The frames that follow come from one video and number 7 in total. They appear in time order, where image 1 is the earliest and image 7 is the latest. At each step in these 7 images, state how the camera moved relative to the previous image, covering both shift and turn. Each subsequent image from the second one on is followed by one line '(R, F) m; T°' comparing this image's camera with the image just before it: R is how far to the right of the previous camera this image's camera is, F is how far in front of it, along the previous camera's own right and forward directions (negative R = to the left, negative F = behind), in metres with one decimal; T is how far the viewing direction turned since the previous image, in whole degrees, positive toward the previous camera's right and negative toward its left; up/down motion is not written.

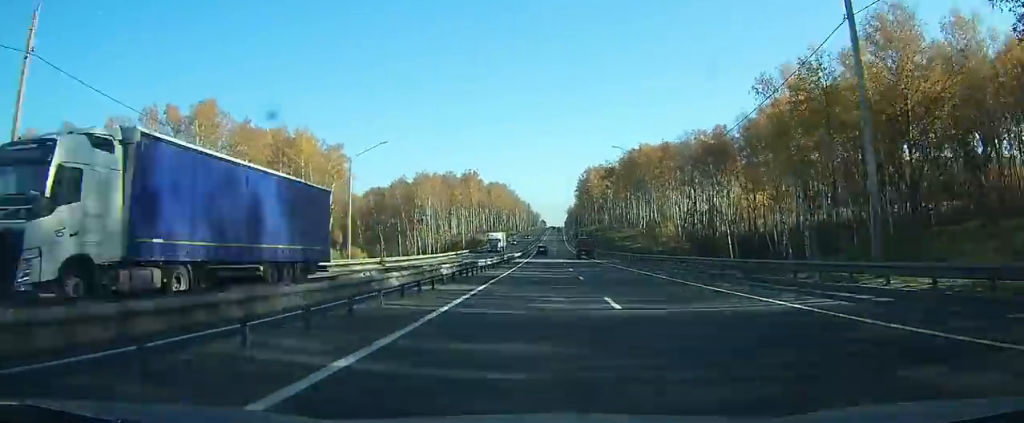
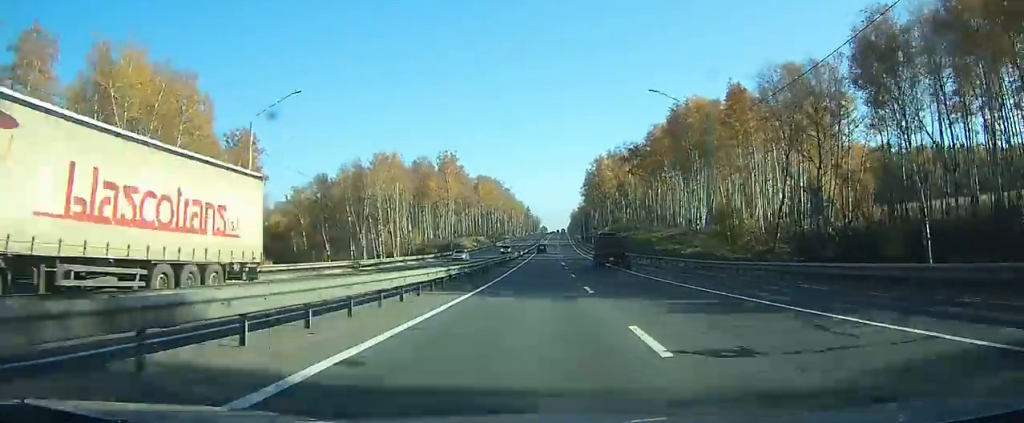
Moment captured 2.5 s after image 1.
(-0.3, +51.7) m; 0°
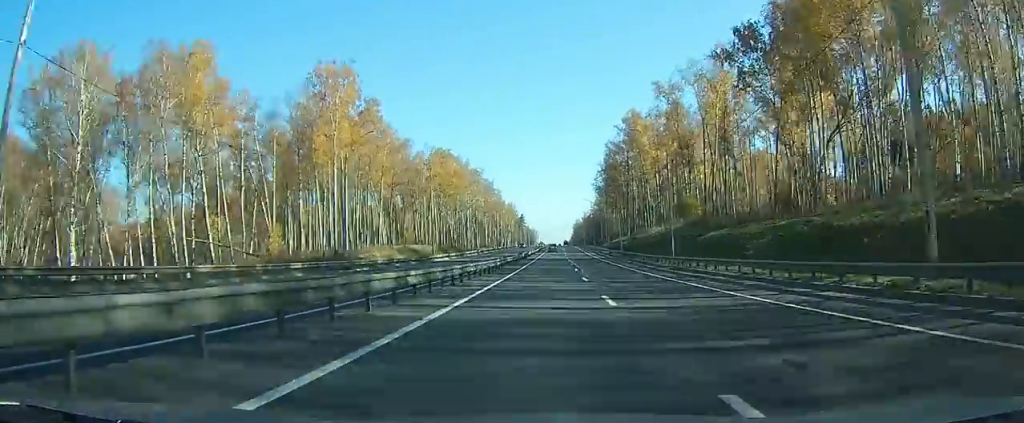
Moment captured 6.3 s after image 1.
(0.0, +90.1) m; 0°
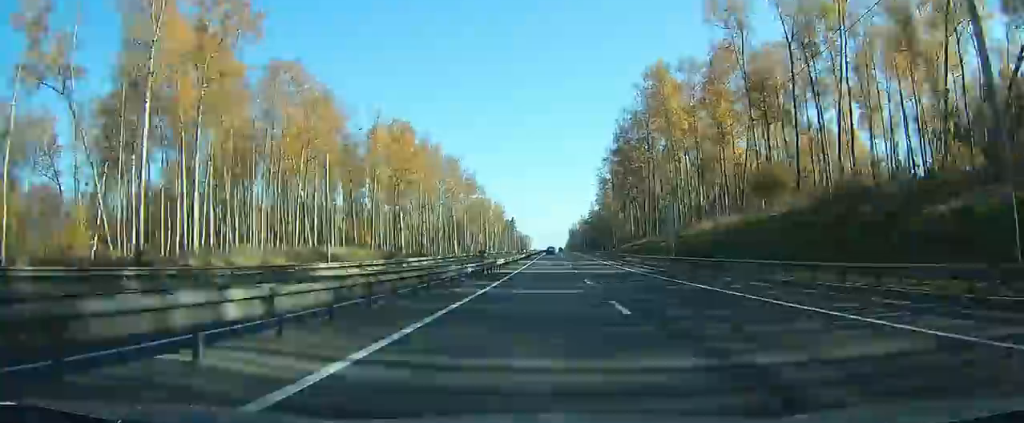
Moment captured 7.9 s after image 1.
(+0.1, +40.1) m; +1°
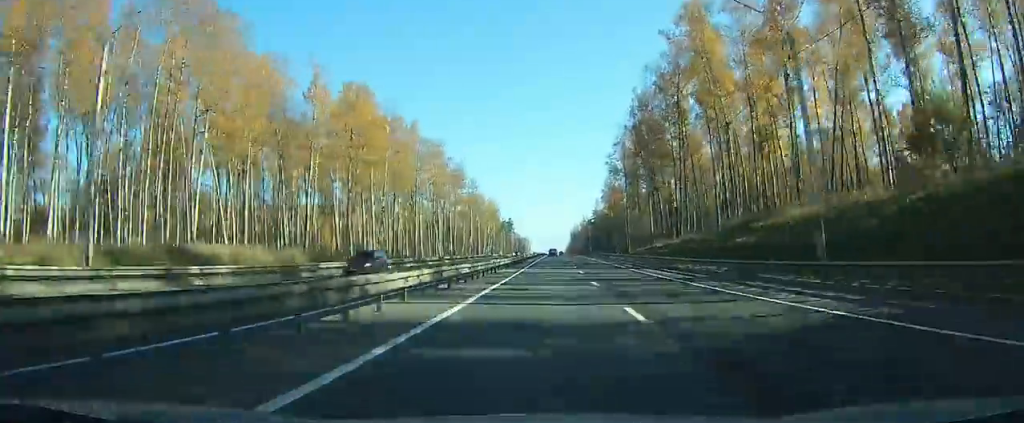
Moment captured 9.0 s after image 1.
(+0.1, +26.4) m; 0°
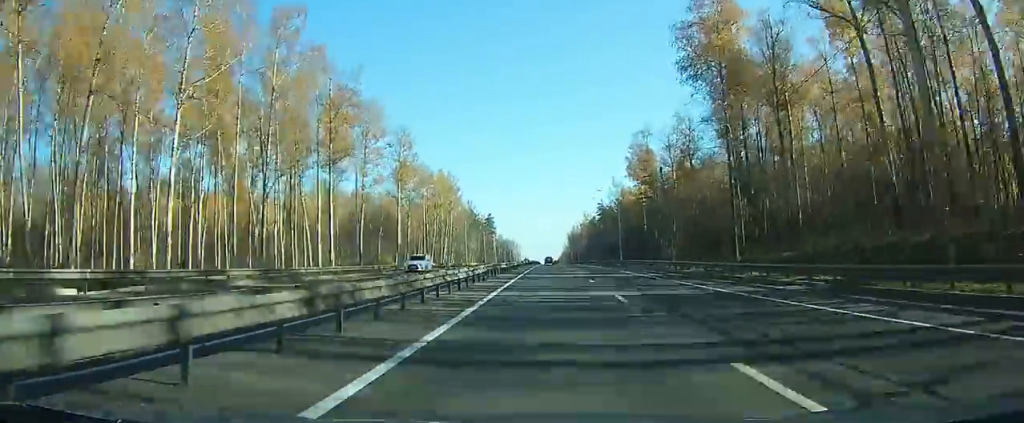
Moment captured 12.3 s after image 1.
(+1.0, +80.9) m; +1°
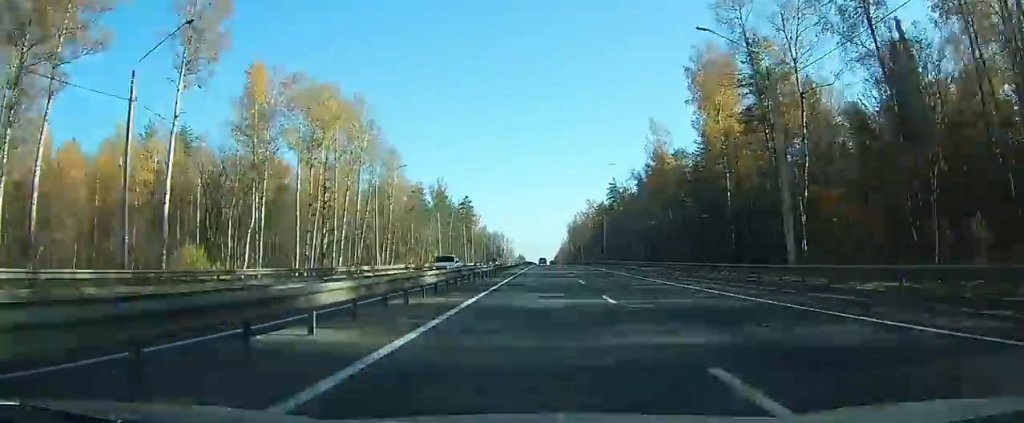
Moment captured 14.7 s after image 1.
(-0.2, +63.3) m; -1°
